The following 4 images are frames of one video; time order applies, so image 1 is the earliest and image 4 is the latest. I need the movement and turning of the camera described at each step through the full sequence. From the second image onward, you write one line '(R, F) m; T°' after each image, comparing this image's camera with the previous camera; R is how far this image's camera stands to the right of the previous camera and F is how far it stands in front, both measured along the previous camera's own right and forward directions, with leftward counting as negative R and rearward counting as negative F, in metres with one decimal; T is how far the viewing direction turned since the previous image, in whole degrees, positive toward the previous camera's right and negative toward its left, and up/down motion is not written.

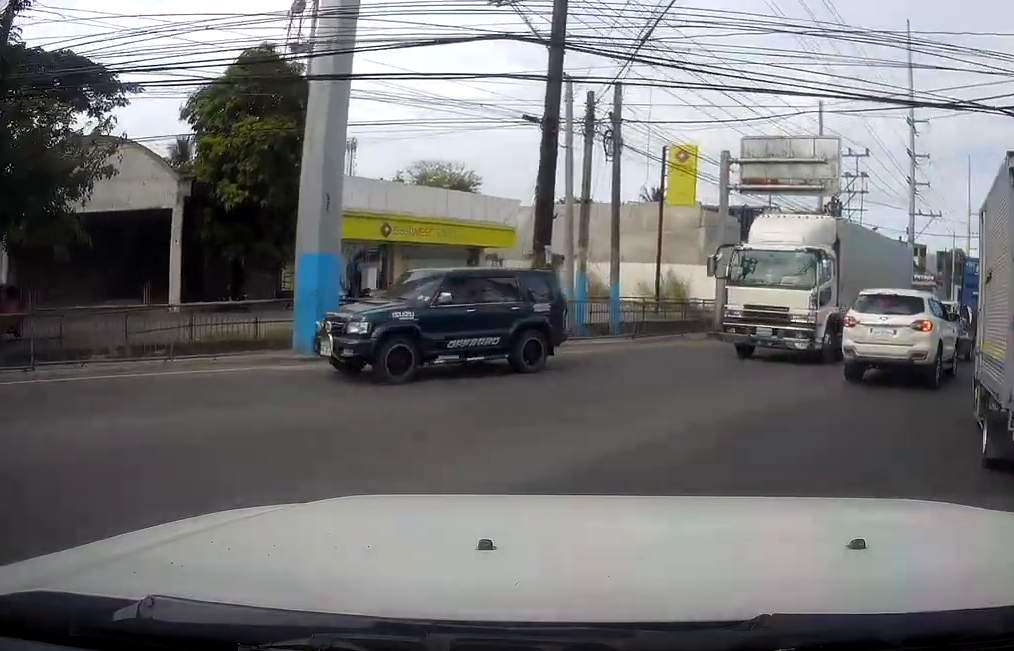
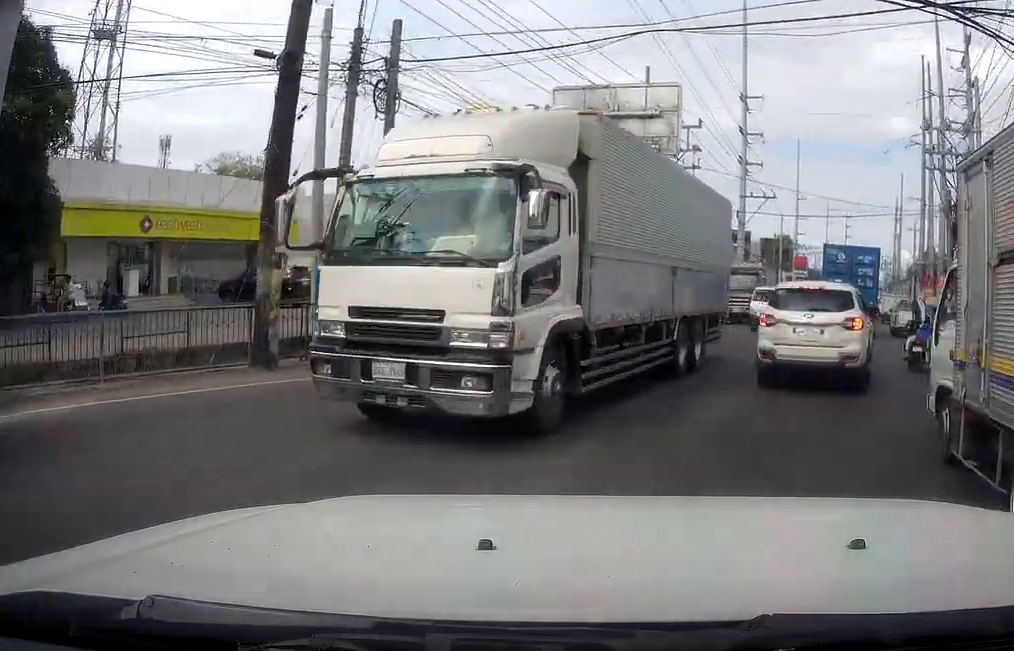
(+0.1, +3.7) m; +4°
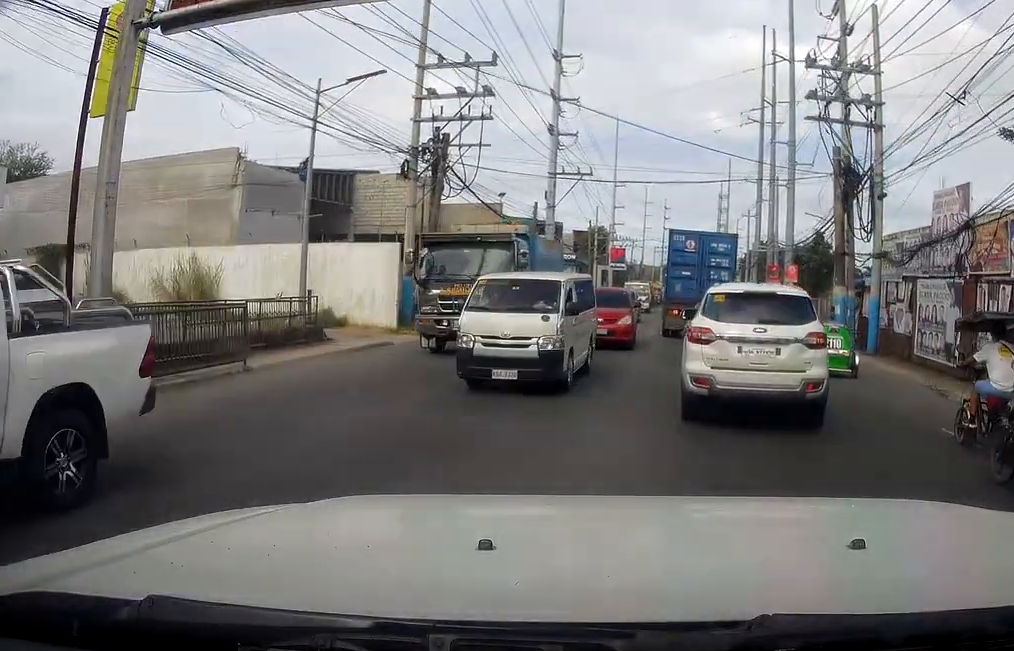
(+0.8, +8.6) m; +11°
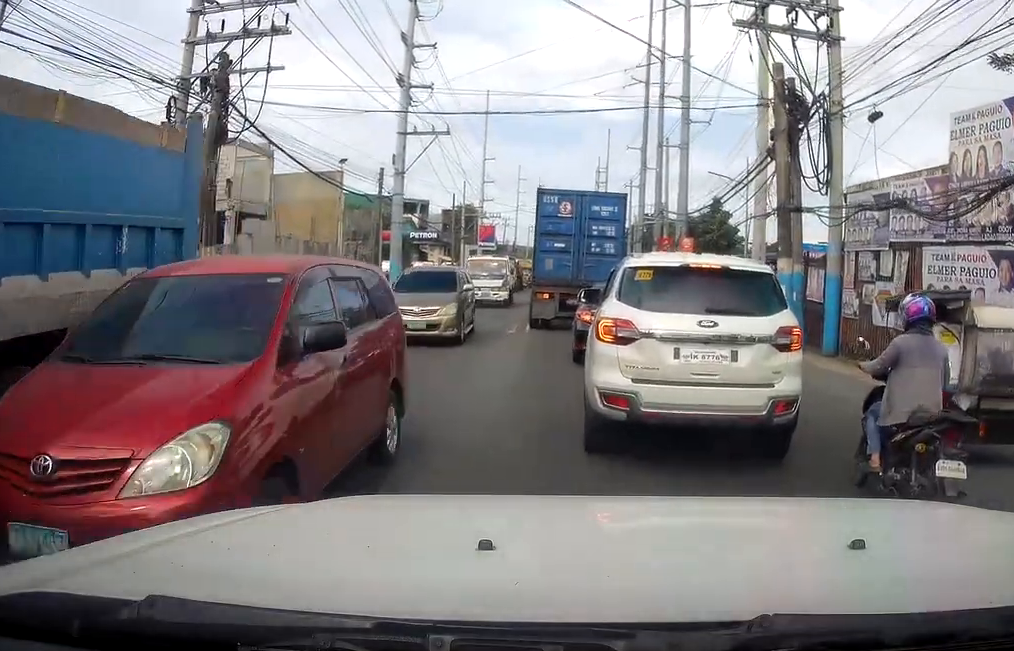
(+0.6, +8.3) m; +8°
